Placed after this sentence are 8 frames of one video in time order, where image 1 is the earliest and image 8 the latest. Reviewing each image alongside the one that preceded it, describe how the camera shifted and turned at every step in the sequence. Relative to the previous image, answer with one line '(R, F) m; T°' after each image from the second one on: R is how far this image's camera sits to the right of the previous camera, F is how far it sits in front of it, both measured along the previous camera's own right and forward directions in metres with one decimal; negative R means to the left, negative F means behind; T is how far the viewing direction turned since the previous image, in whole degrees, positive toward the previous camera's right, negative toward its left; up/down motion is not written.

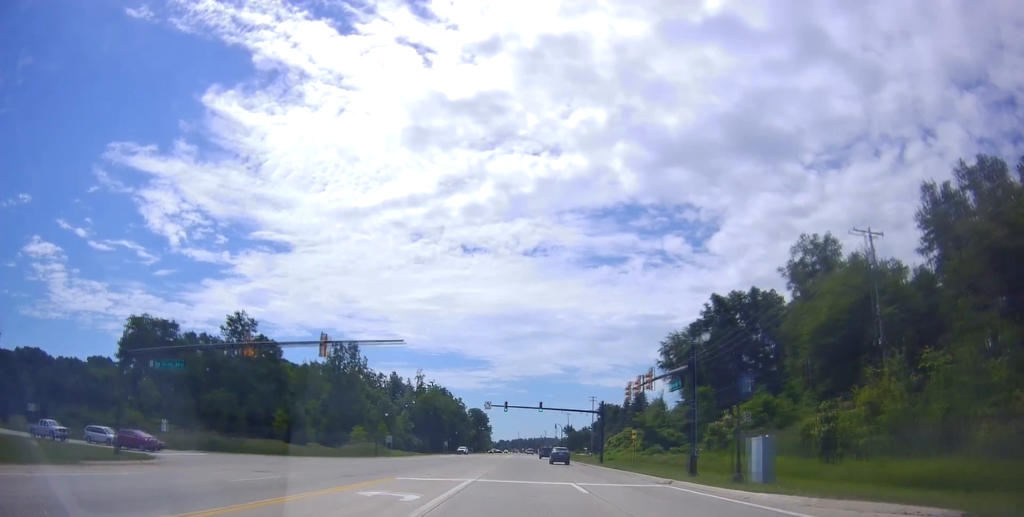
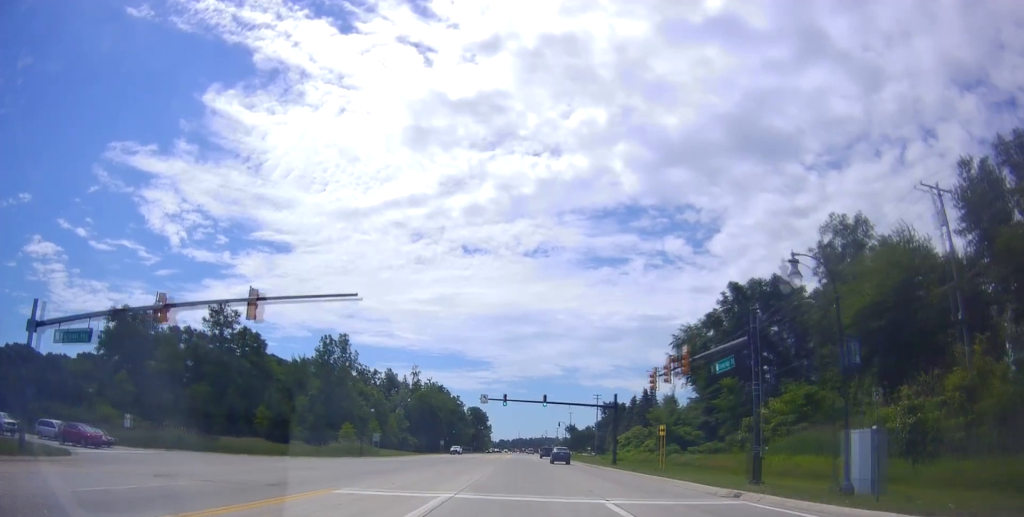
(+0.2, +8.1) m; -1°
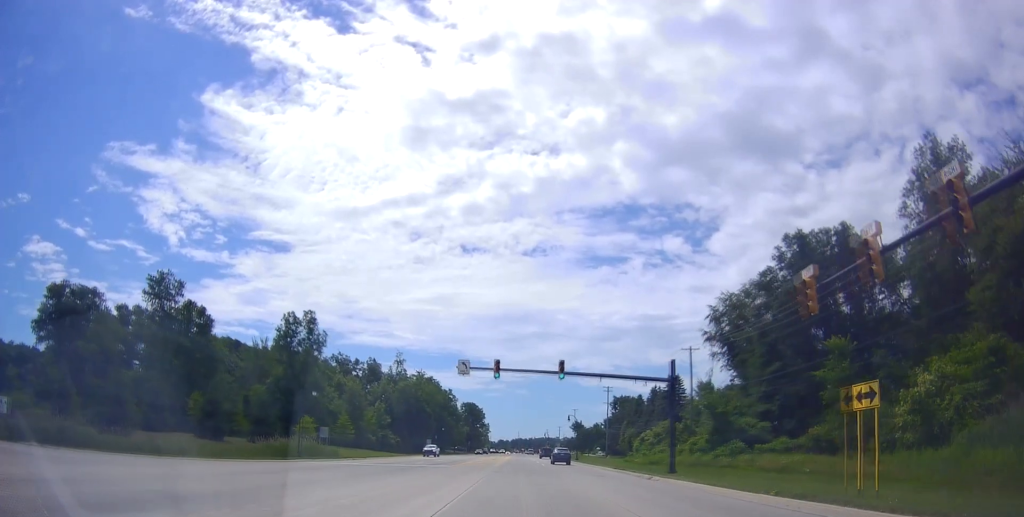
(-0.8, +21.0) m; 0°
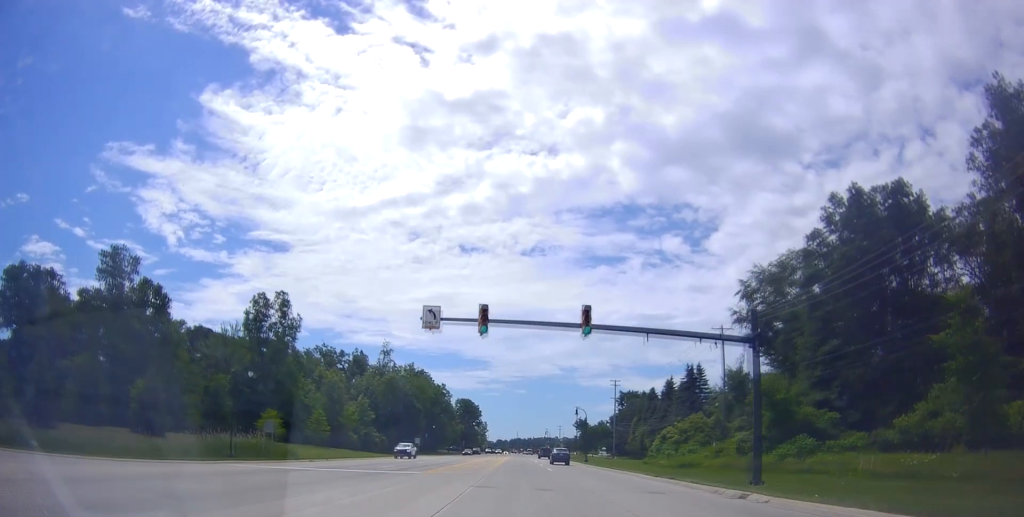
(+0.4, +12.8) m; +1°
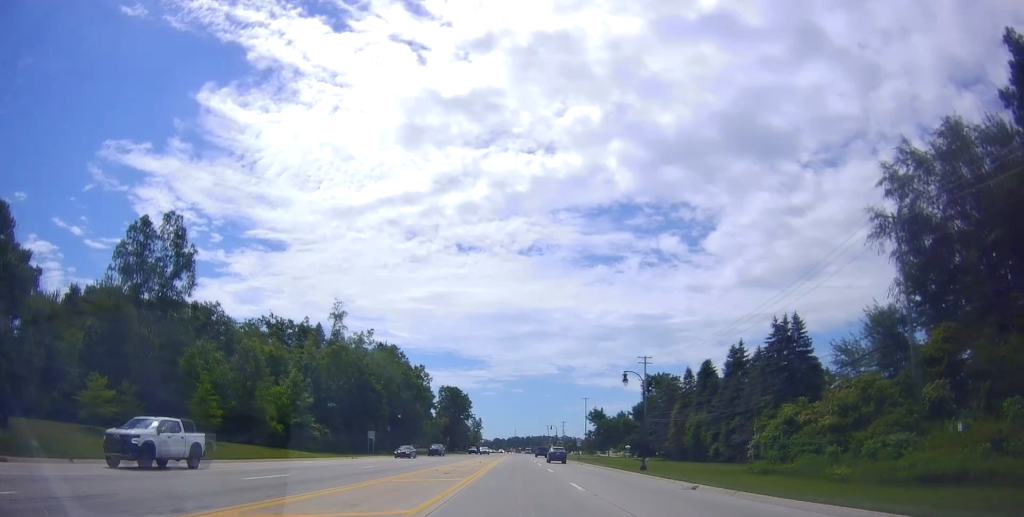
(+0.2, +33.5) m; -1°
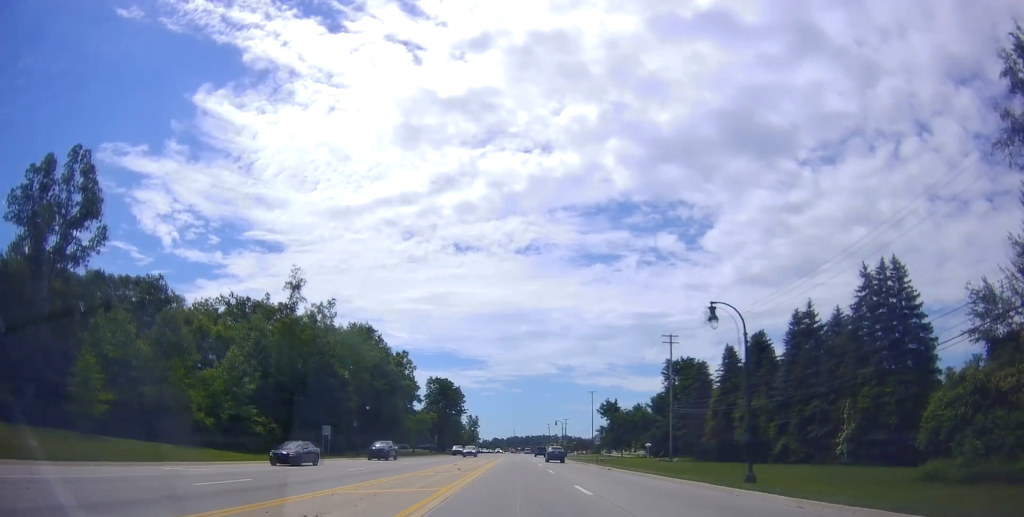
(-0.5, +18.0) m; 0°
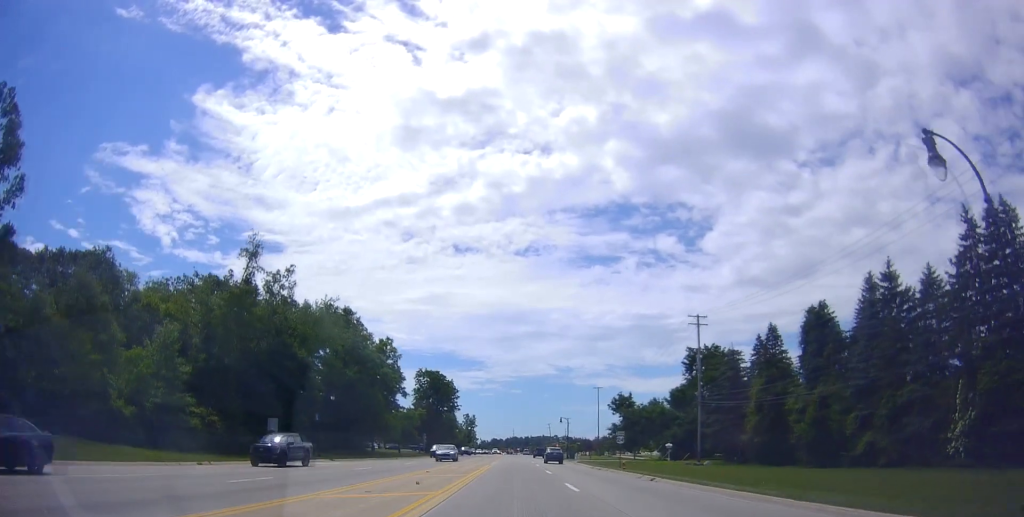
(+0.5, +13.3) m; +2°
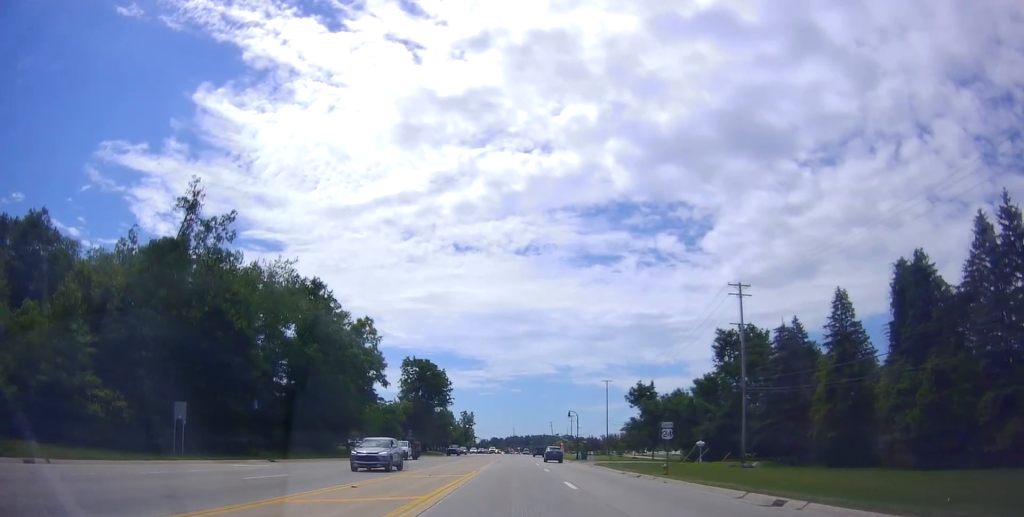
(+0.1, +14.1) m; 0°
